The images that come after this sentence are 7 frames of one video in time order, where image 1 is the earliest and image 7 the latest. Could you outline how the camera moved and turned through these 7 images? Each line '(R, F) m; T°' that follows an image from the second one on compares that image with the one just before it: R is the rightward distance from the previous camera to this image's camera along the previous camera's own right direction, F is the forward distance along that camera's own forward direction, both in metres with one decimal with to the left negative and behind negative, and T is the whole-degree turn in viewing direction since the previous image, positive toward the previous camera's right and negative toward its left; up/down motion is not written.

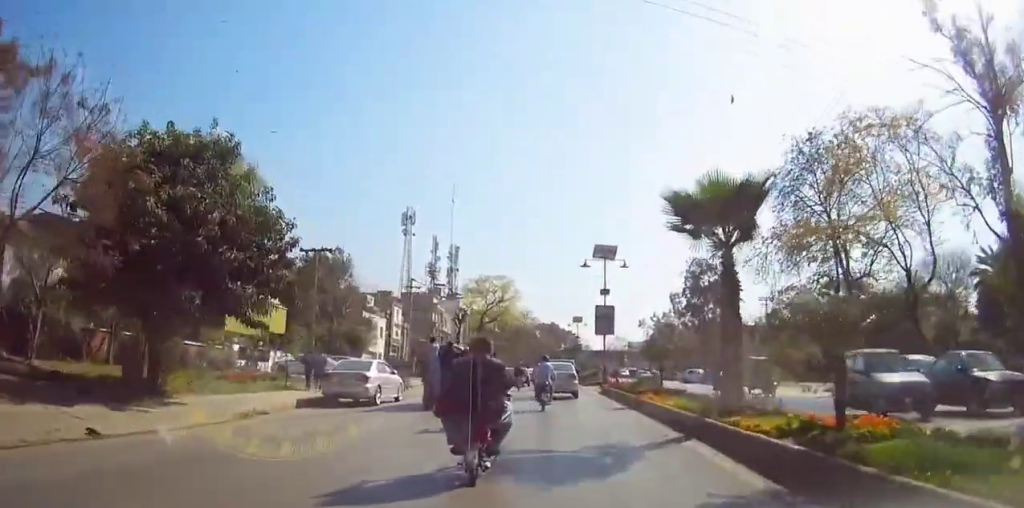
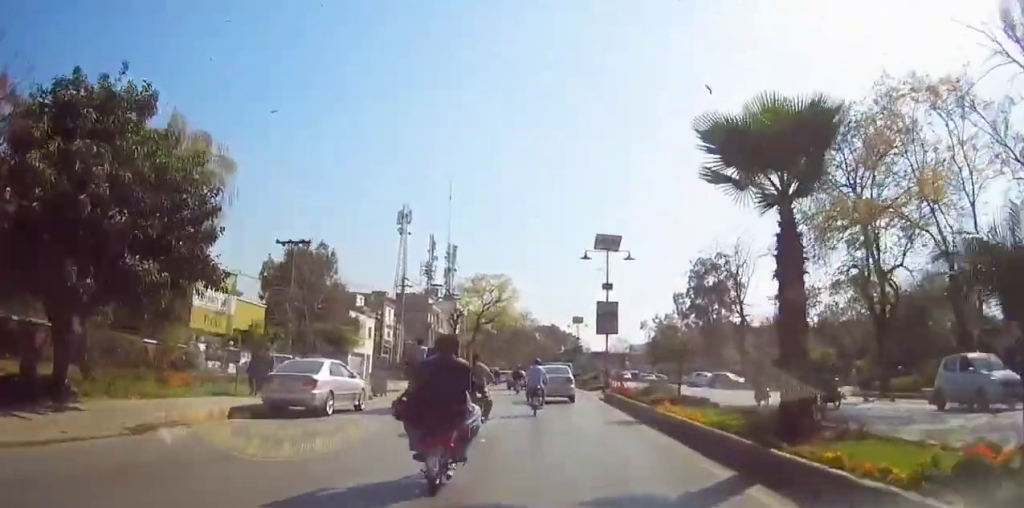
(+0.2, +4.1) m; 0°
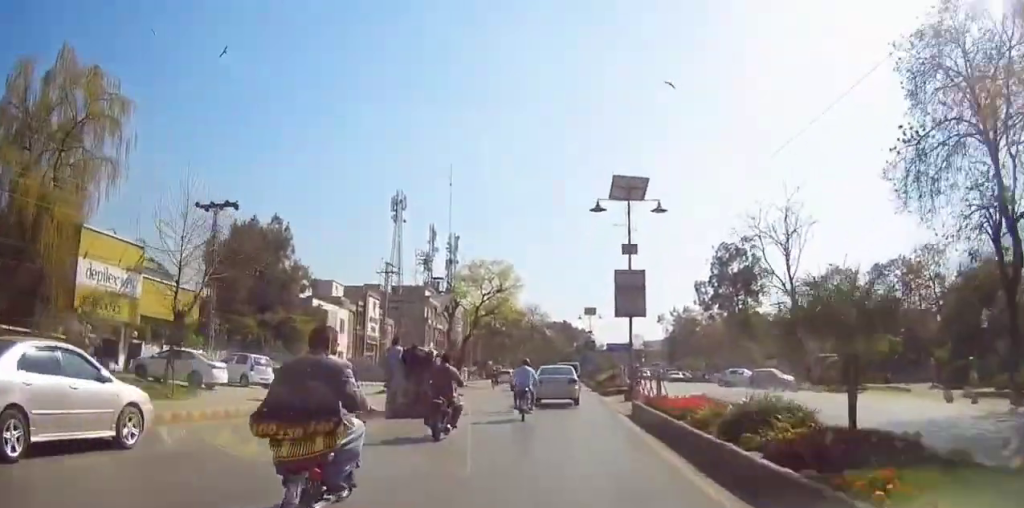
(-0.5, +11.2) m; -3°
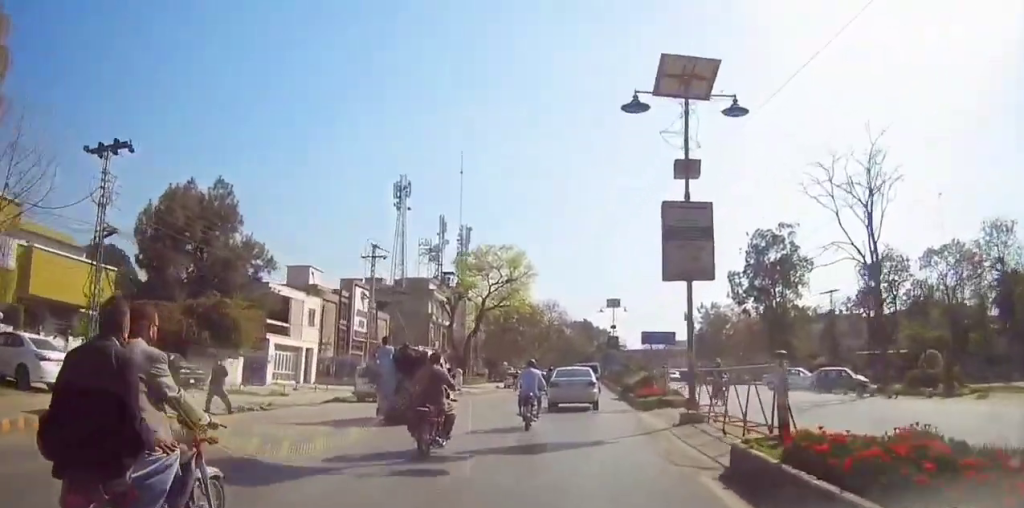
(+0.1, +10.8) m; +1°
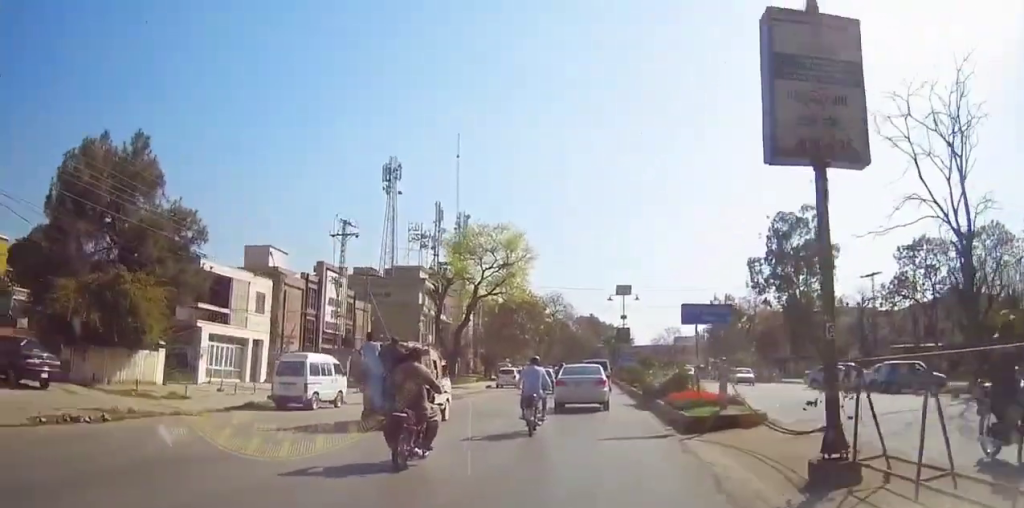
(0.0, +8.9) m; +2°
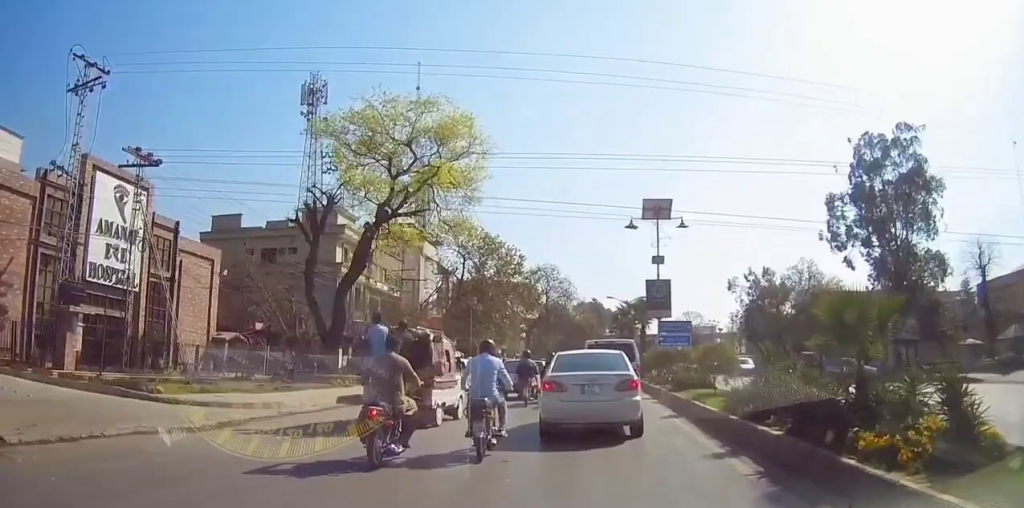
(-1.3, +30.5) m; 0°
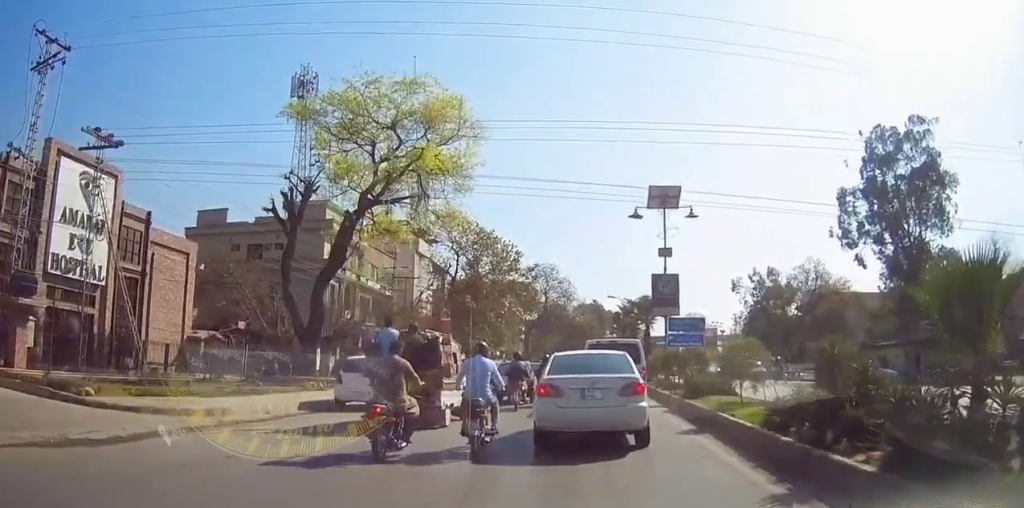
(+0.1, +3.2) m; +2°
